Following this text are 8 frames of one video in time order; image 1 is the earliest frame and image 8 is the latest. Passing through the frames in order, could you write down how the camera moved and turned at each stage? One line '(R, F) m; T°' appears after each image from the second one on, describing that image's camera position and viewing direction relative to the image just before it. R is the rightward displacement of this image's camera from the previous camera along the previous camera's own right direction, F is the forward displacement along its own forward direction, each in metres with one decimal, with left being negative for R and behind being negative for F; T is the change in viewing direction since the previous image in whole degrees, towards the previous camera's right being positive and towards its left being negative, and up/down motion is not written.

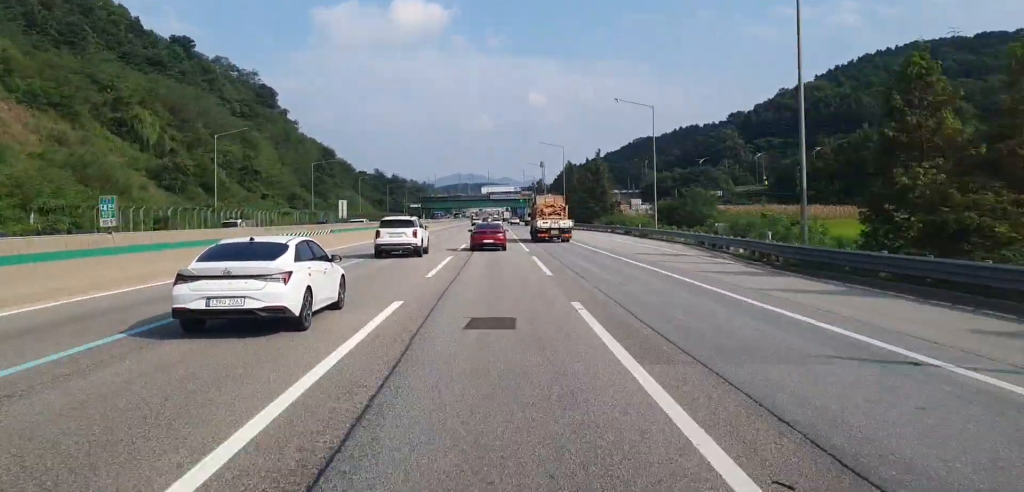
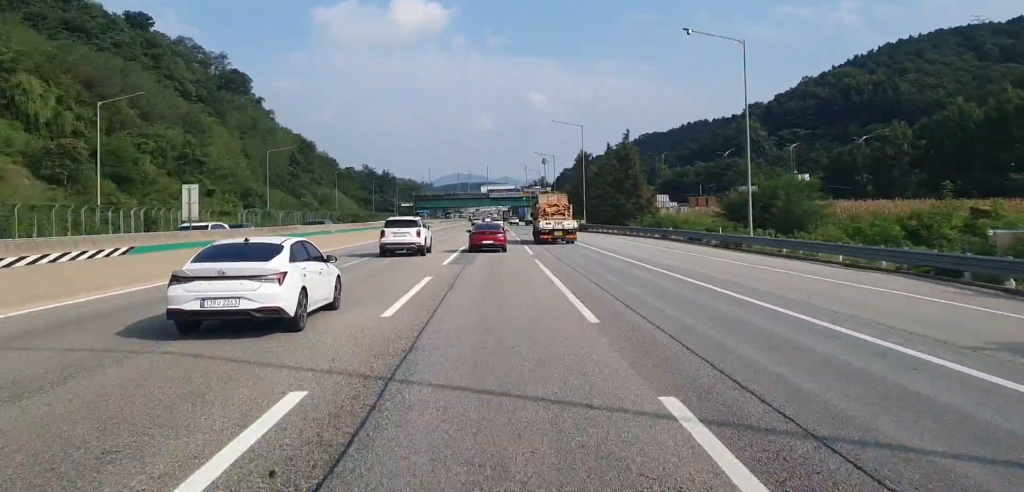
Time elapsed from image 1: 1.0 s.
(-0.1, +25.8) m; 0°
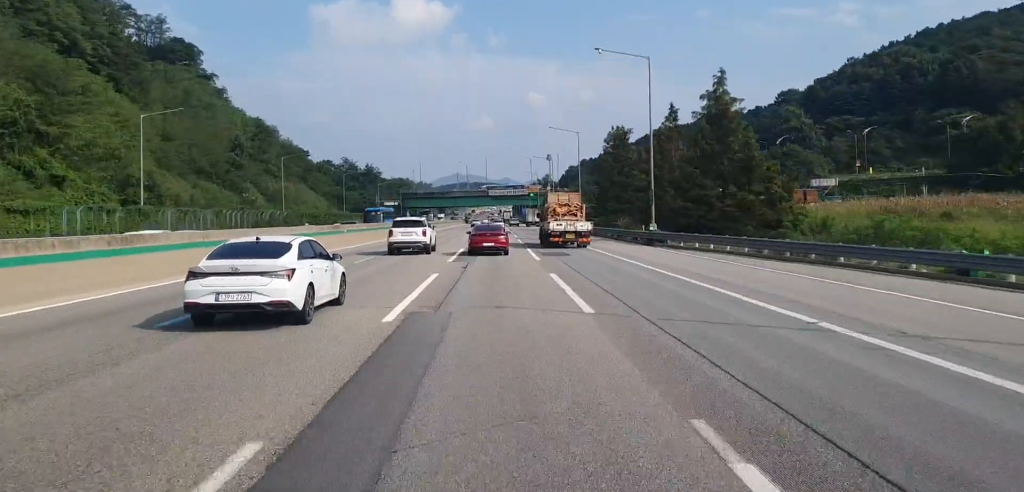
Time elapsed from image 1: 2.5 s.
(+0.4, +38.5) m; +1°
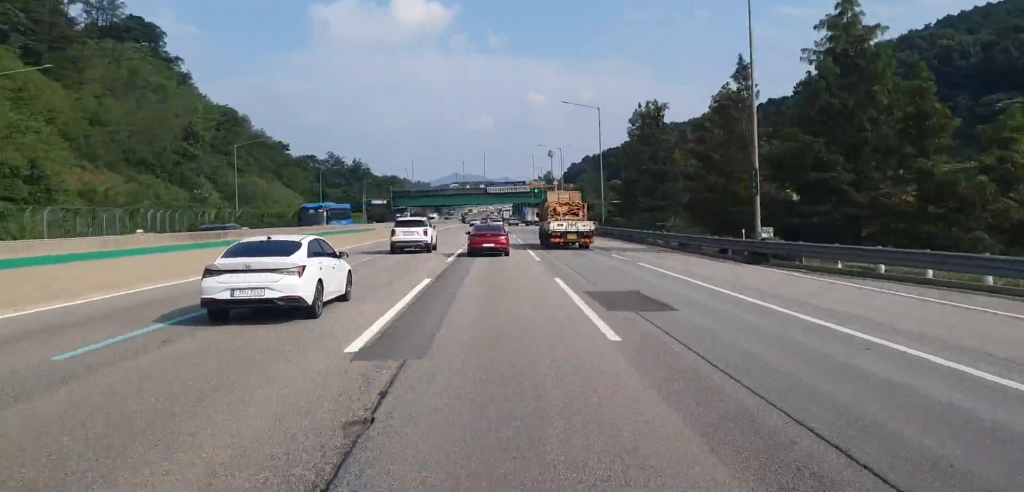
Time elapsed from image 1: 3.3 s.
(-0.1, +20.4) m; 0°
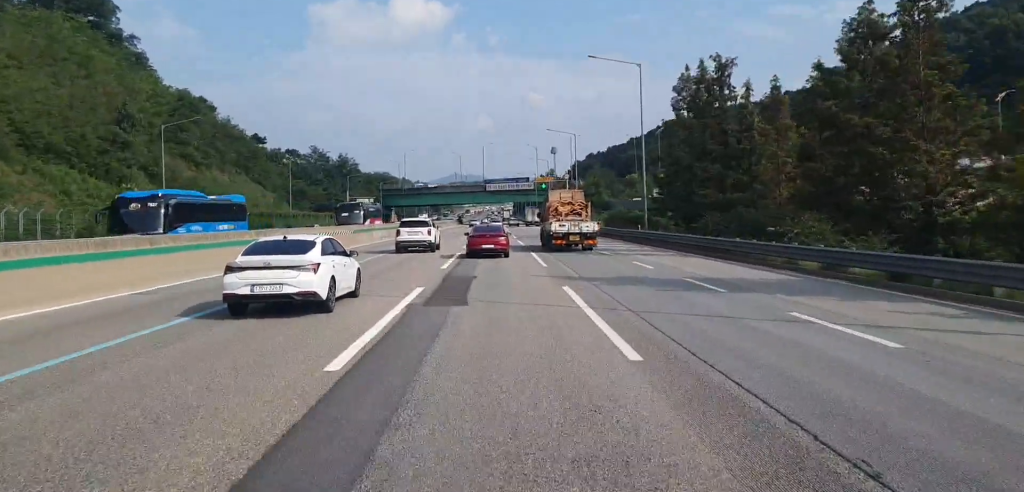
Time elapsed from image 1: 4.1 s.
(0.0, +21.0) m; 0°
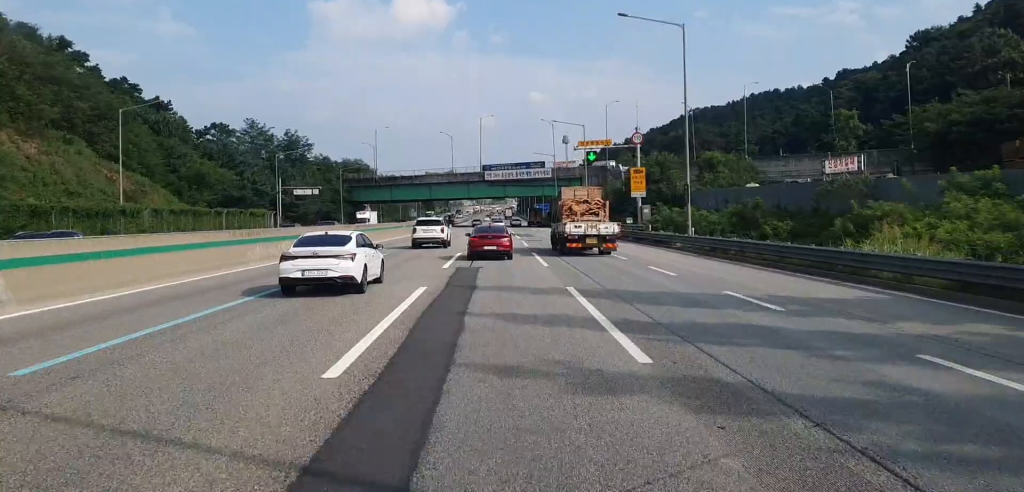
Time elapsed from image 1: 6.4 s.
(0.0, +55.2) m; 0°
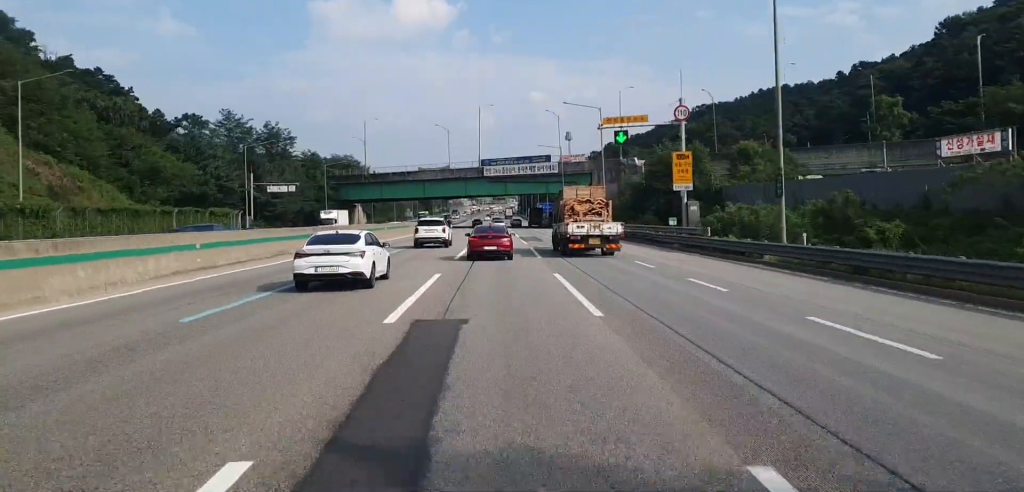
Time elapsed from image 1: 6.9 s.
(0.0, +13.7) m; 0°
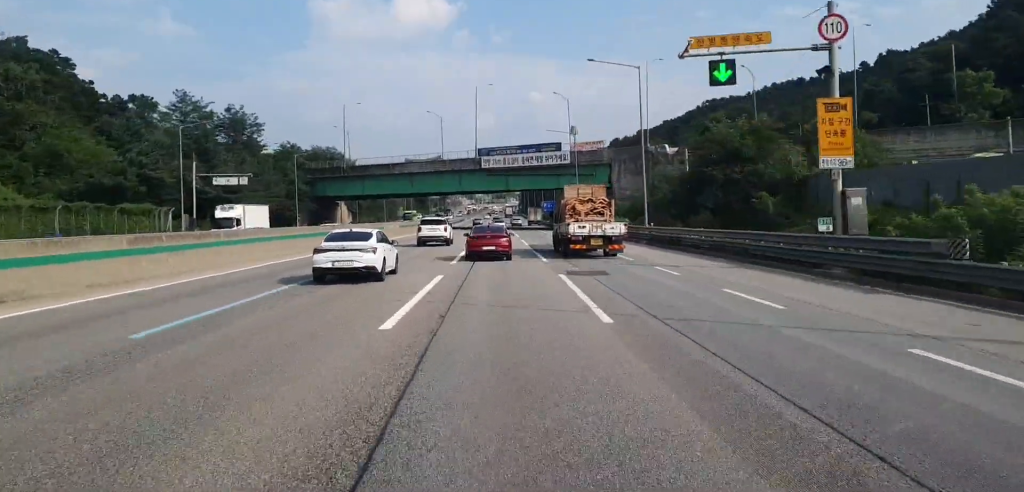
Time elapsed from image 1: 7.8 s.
(-0.1, +19.9) m; 0°
